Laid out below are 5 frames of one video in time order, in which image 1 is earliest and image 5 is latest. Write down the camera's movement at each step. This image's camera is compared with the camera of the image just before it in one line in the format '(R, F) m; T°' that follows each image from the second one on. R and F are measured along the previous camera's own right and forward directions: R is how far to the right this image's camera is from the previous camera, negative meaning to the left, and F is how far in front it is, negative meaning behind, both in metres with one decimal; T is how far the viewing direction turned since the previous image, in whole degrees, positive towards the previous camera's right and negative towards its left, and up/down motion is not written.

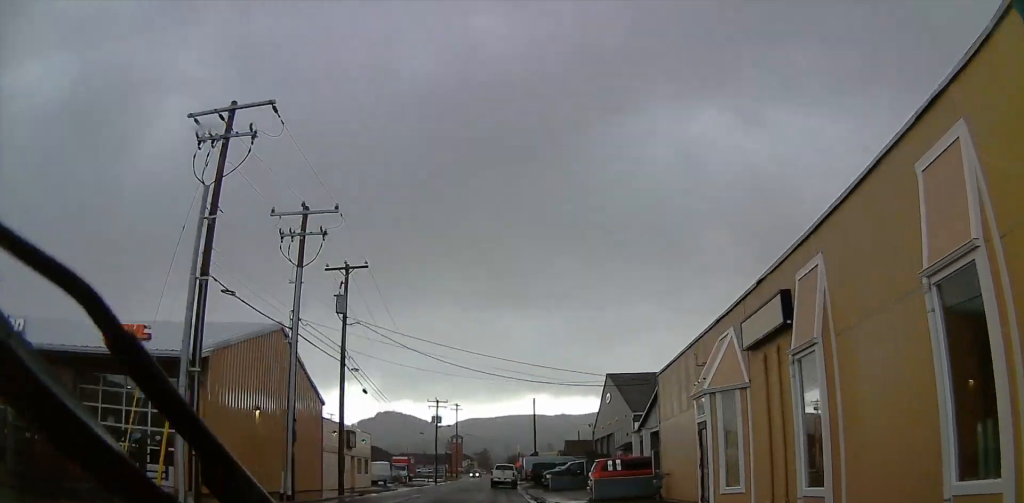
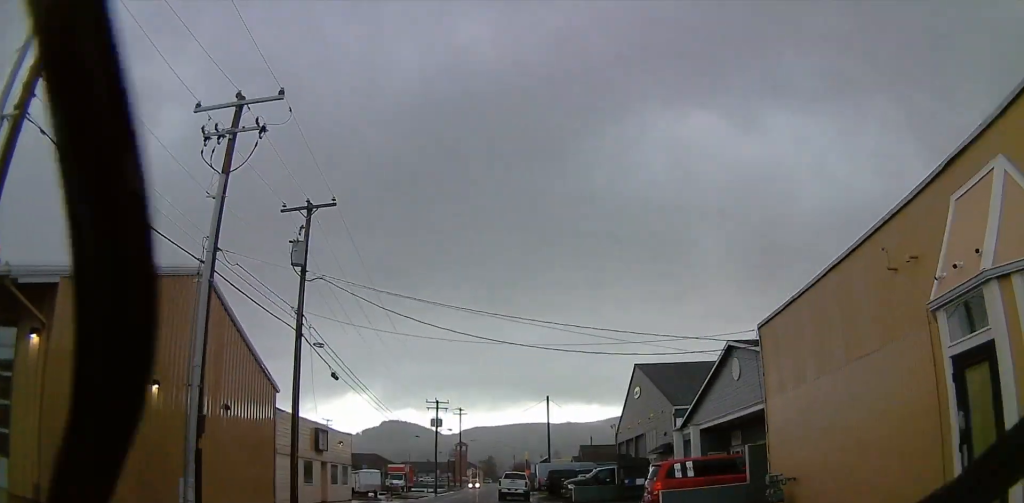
(+0.2, +7.3) m; +1°
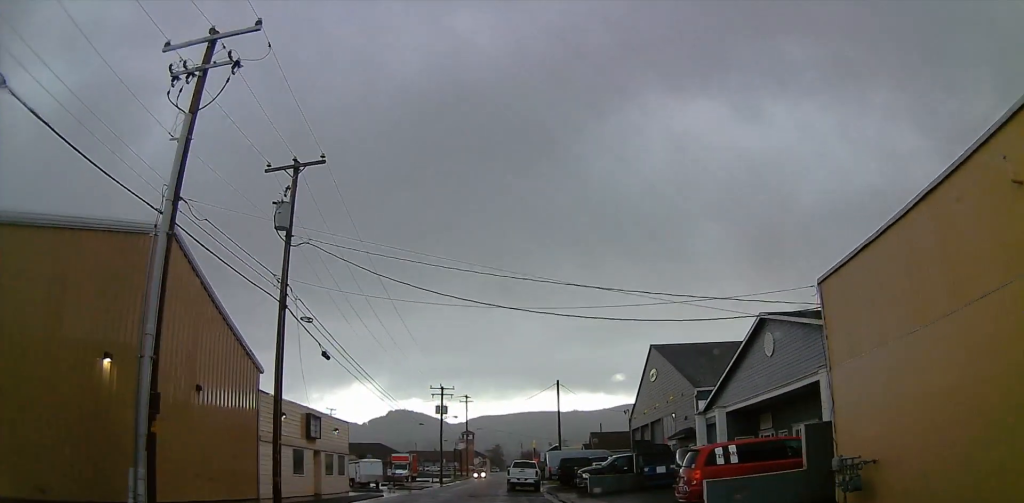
(0.0, +2.5) m; 0°
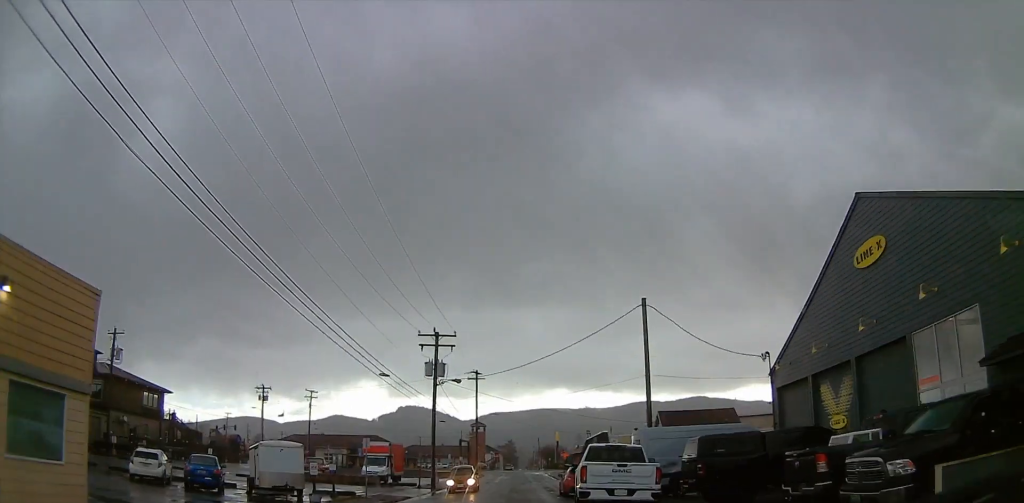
(-3.1, +25.0) m; -1°
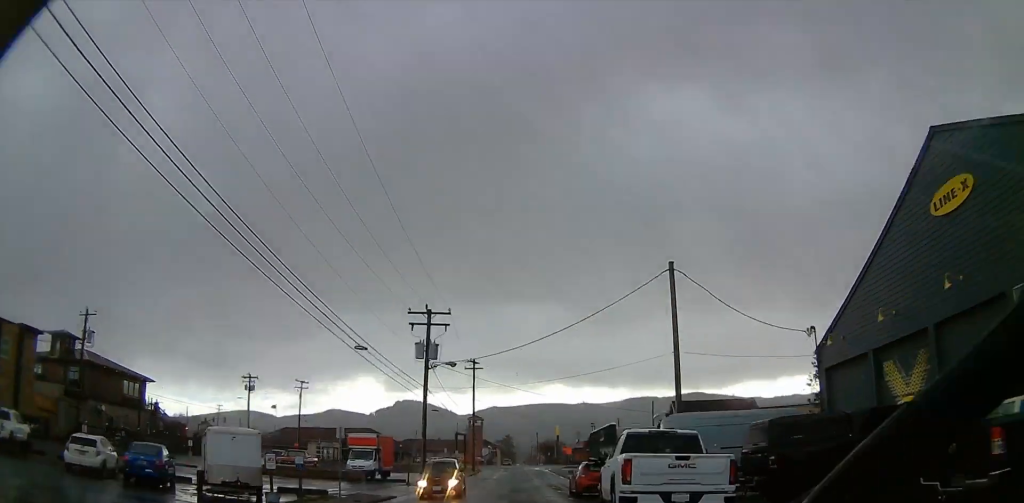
(+0.1, +4.8) m; +1°
